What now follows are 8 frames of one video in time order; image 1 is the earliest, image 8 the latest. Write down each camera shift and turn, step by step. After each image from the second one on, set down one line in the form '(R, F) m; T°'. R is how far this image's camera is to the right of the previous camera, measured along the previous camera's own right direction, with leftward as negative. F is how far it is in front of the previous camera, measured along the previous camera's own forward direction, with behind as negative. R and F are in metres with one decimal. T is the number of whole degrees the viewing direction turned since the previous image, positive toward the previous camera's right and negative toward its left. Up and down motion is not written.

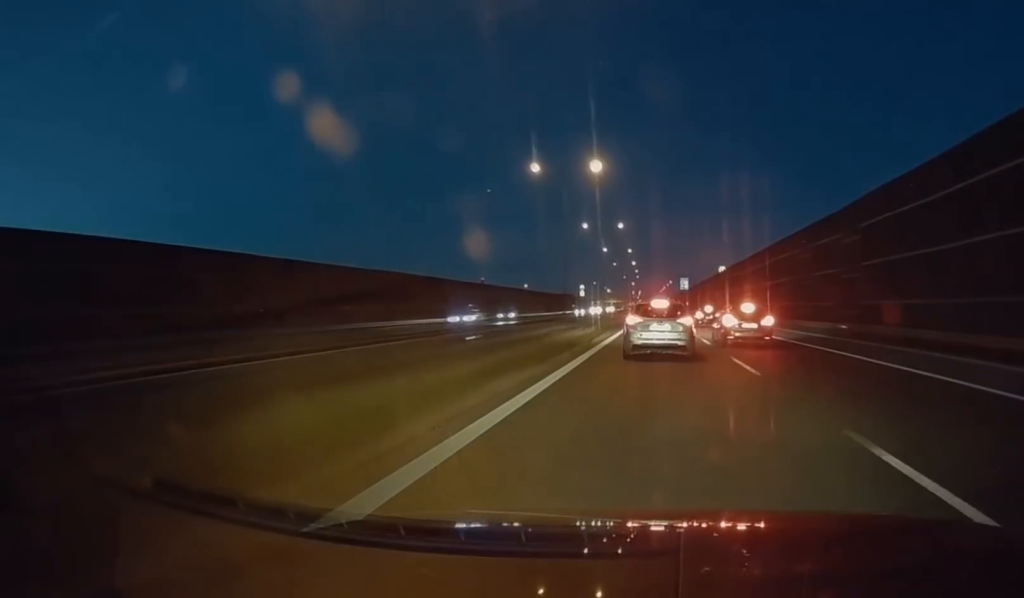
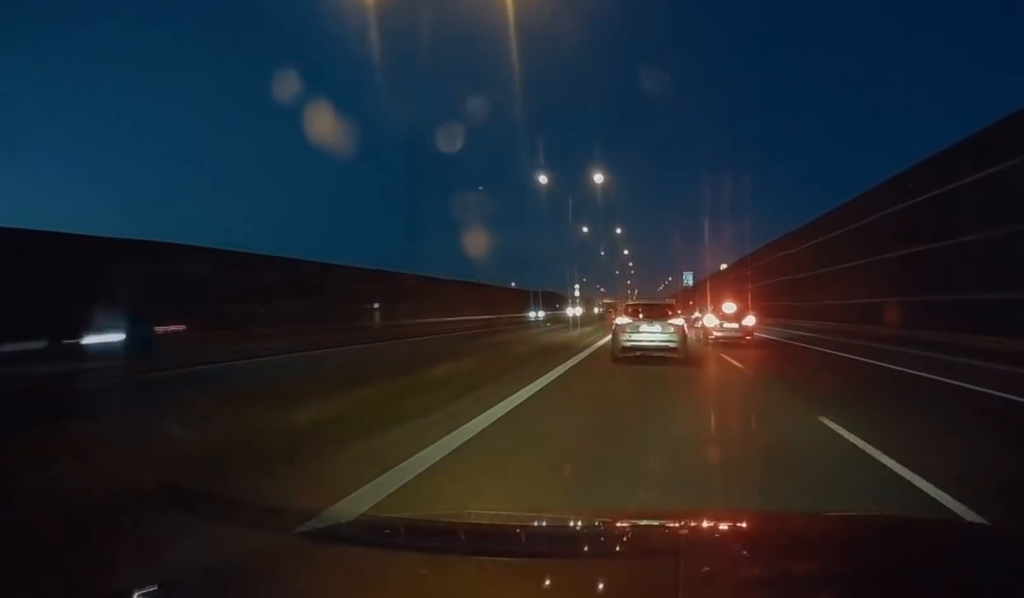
(-0.1, +34.4) m; 0°
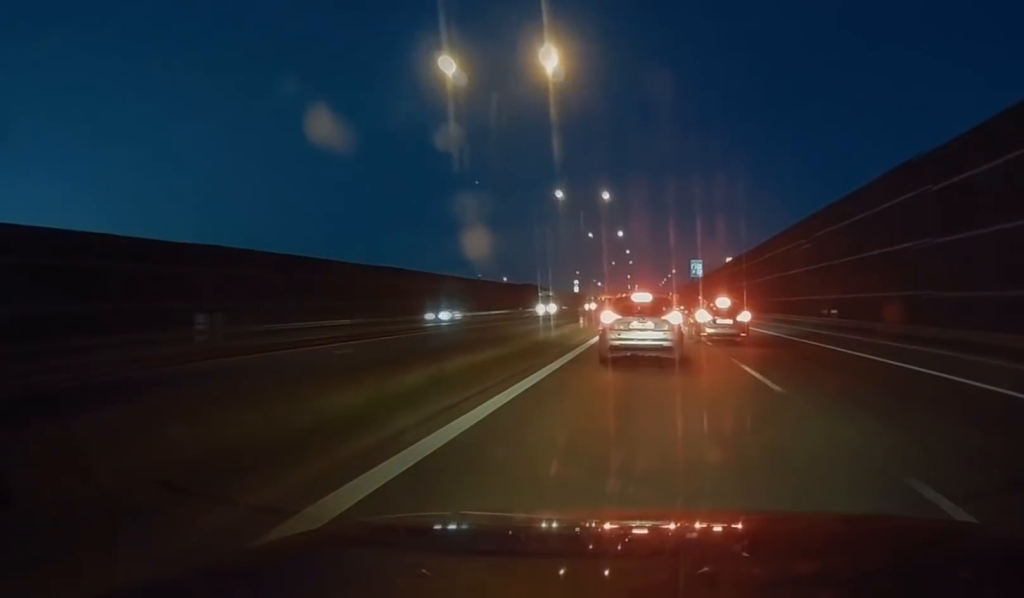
(+0.1, +26.9) m; 0°
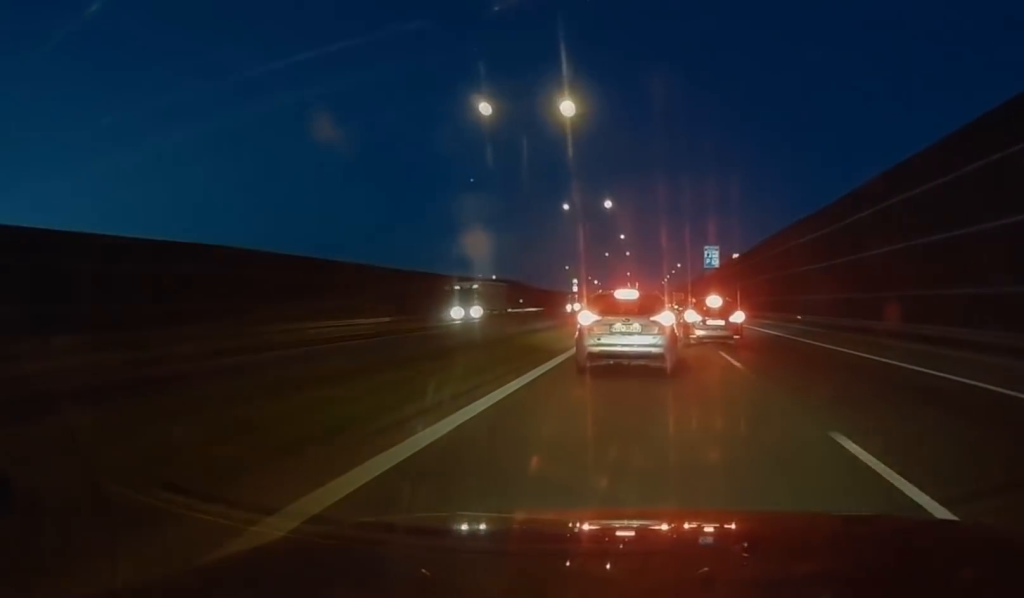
(+0.1, +32.5) m; 0°
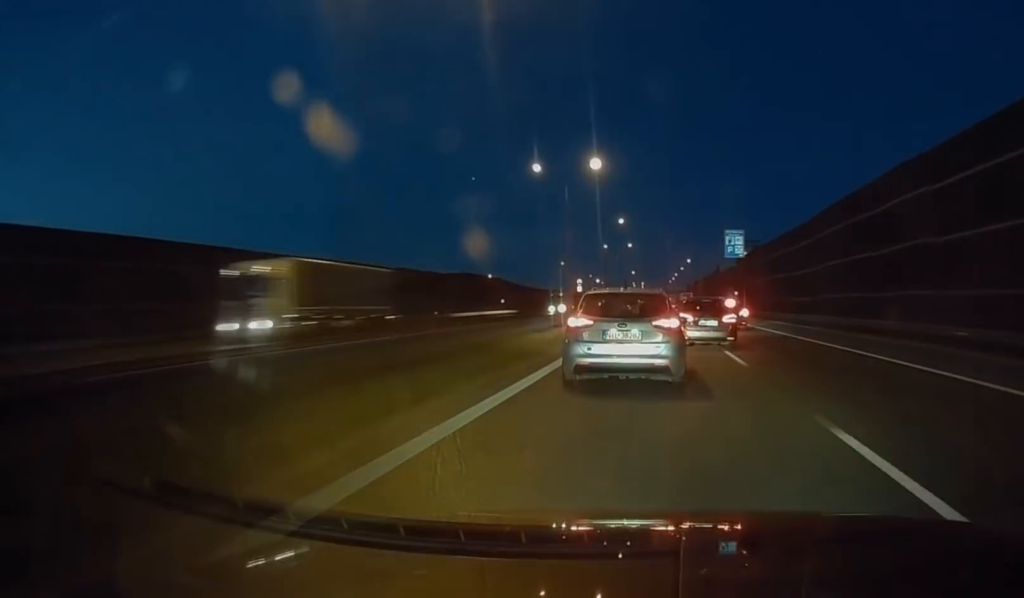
(+0.3, +23.1) m; 0°
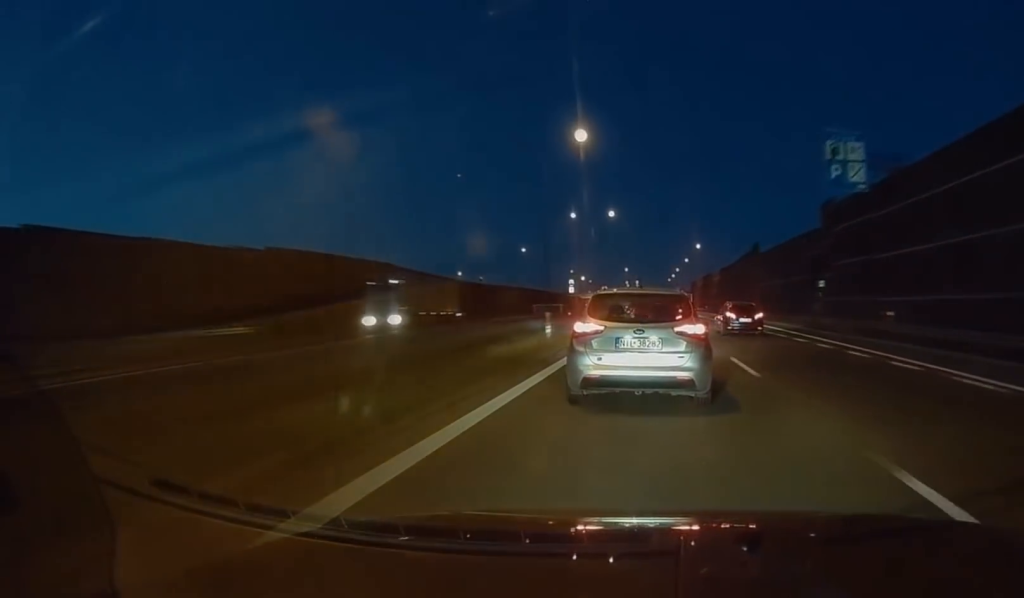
(-0.7, +52.4) m; -1°
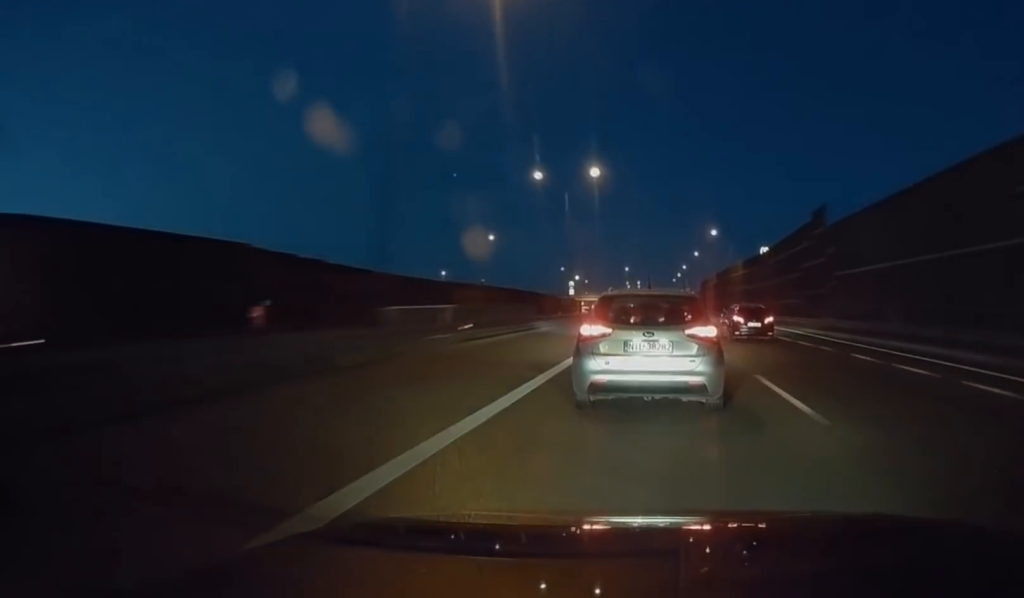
(0.0, +28.8) m; 0°
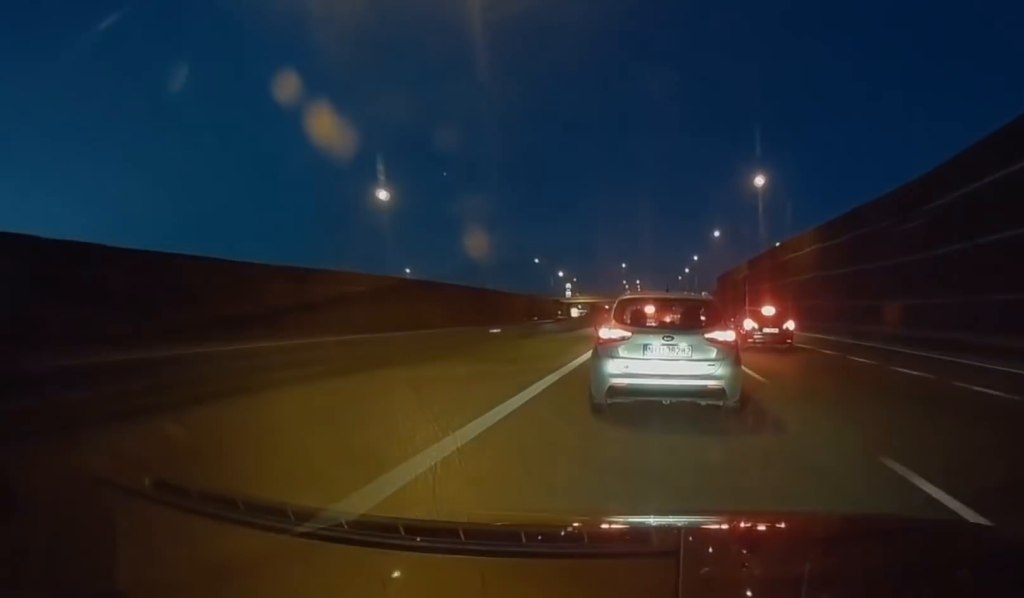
(-0.1, +43.3) m; 0°
